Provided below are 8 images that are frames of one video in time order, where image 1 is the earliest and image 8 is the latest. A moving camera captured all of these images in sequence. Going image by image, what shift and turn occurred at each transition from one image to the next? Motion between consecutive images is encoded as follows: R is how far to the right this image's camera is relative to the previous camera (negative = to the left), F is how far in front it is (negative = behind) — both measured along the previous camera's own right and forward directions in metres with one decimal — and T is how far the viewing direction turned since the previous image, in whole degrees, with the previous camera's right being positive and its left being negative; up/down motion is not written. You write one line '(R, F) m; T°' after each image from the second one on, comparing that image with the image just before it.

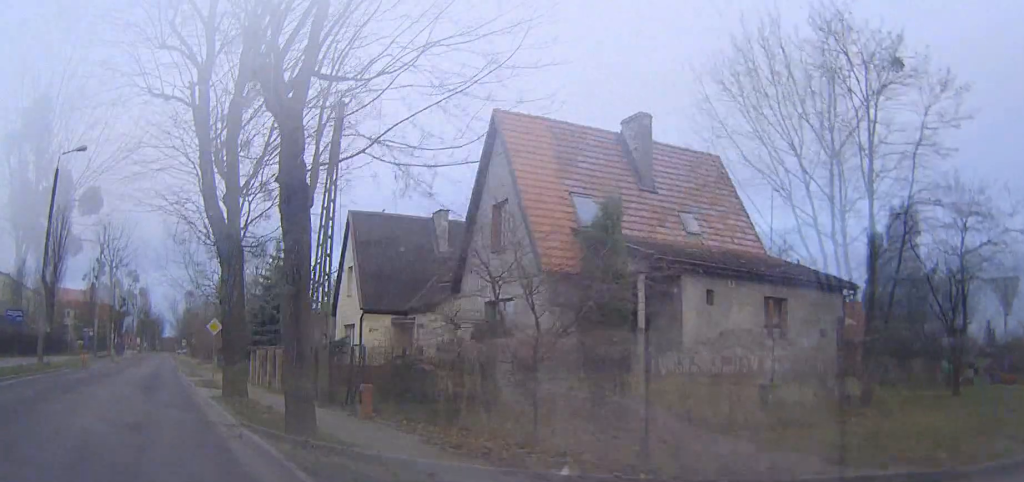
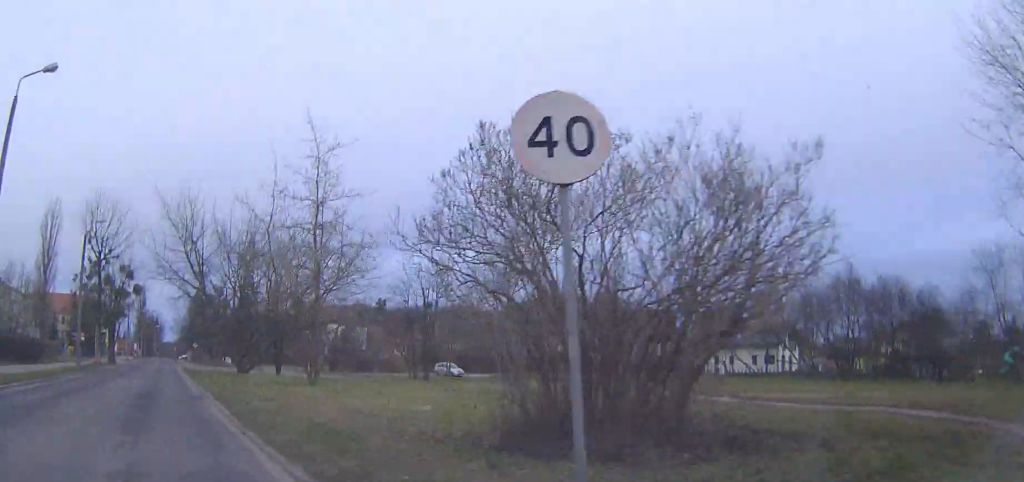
(0.0, +9.6) m; -1°
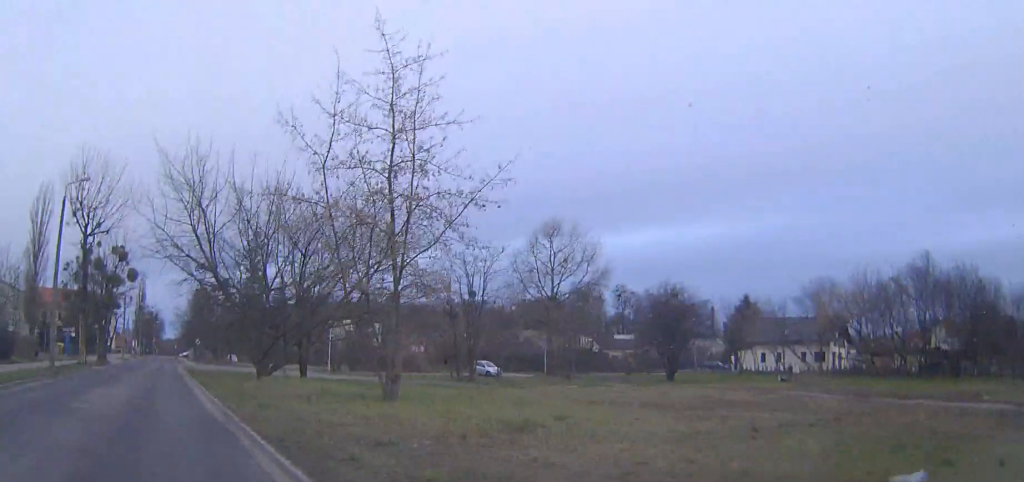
(-0.1, +10.2) m; -1°
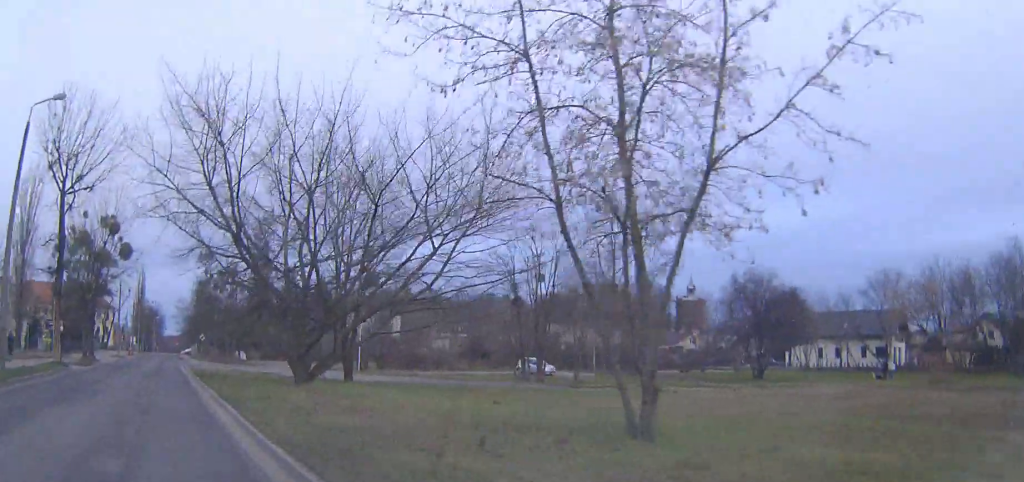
(0.0, +10.8) m; 0°
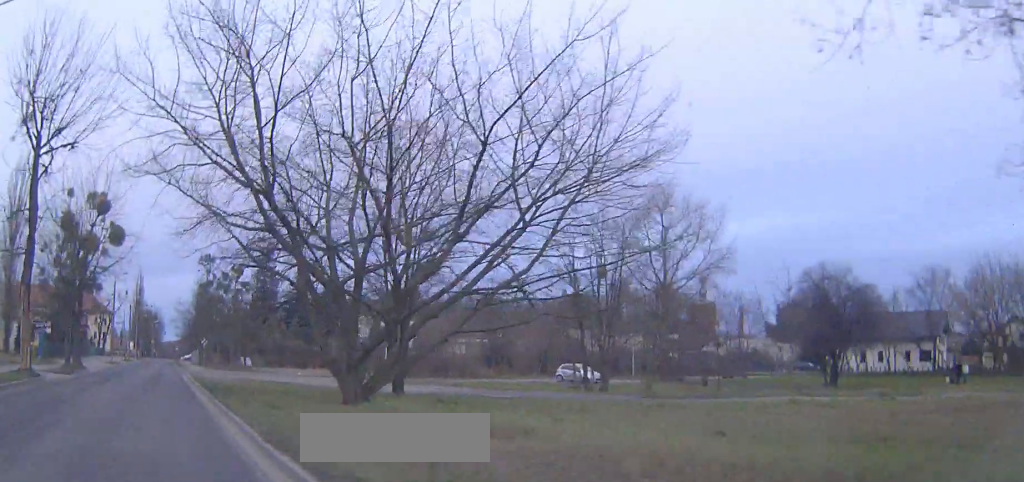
(0.0, +7.5) m; 0°
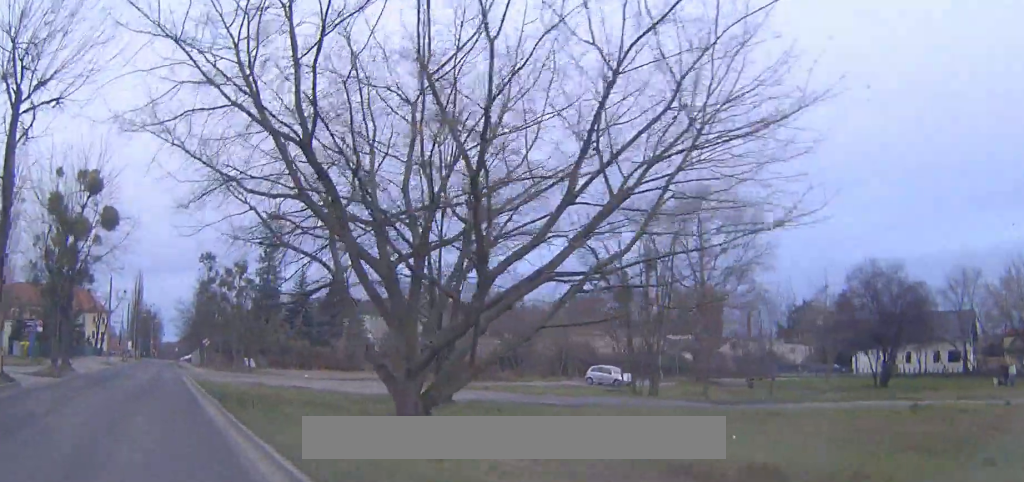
(0.0, +4.6) m; 0°
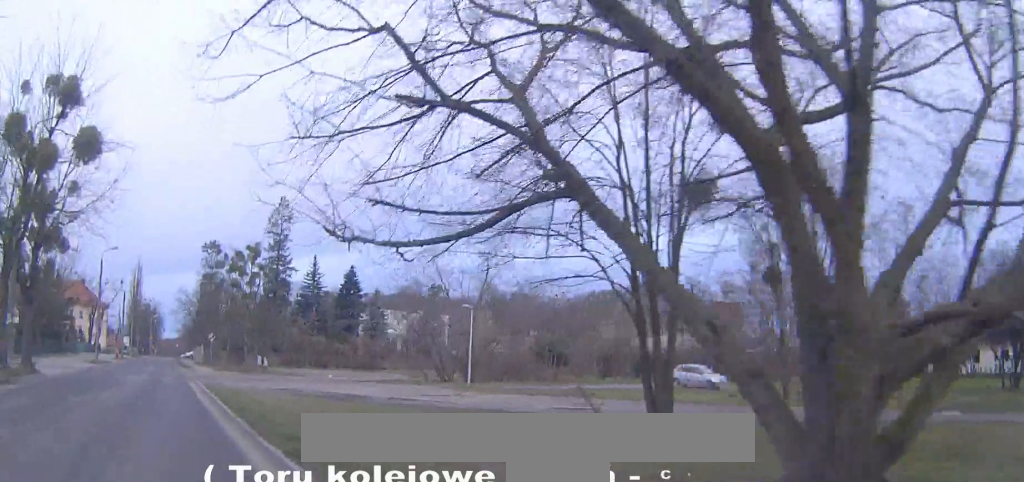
(0.0, +10.6) m; 0°
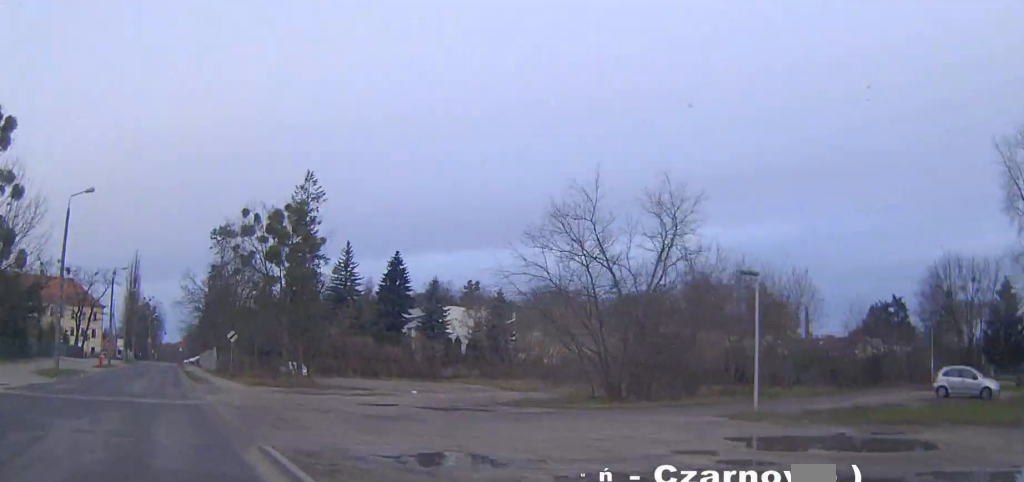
(+0.1, +20.8) m; 0°
